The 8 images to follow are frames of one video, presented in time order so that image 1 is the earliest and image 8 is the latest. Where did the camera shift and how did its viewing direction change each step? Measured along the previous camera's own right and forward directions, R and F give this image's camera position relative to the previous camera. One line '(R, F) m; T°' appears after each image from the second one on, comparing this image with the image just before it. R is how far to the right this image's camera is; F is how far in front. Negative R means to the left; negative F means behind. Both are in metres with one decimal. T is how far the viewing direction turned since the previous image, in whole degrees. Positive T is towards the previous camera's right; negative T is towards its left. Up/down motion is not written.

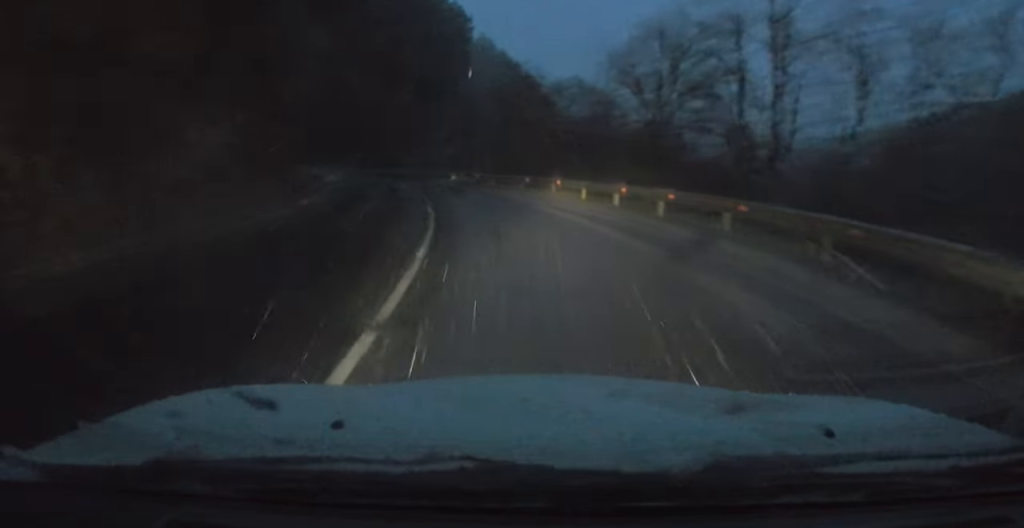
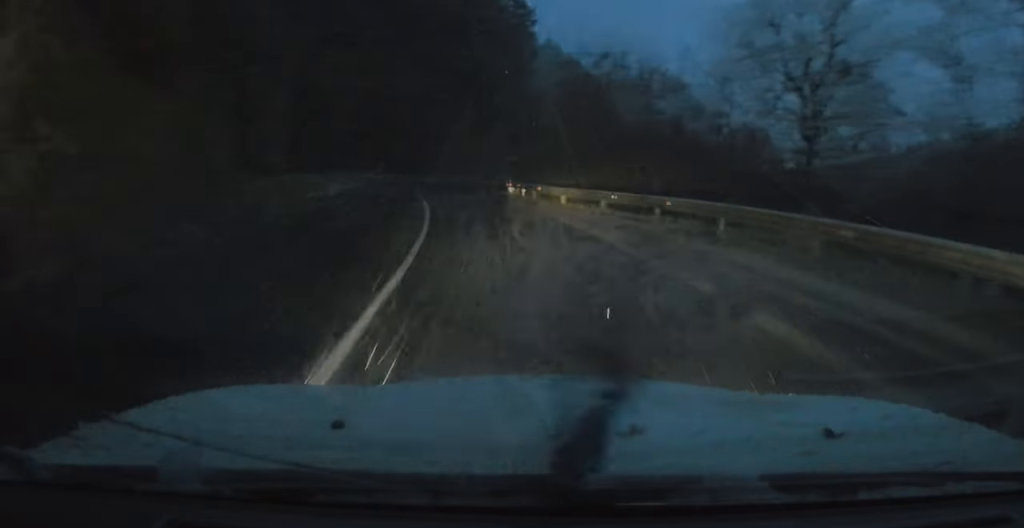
(-0.5, +11.2) m; -3°
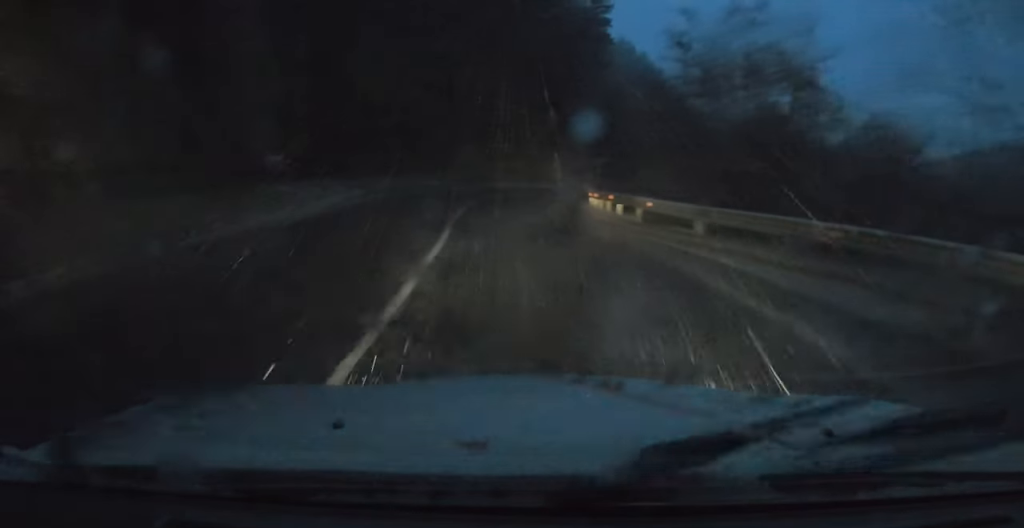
(-0.2, +11.0) m; 0°
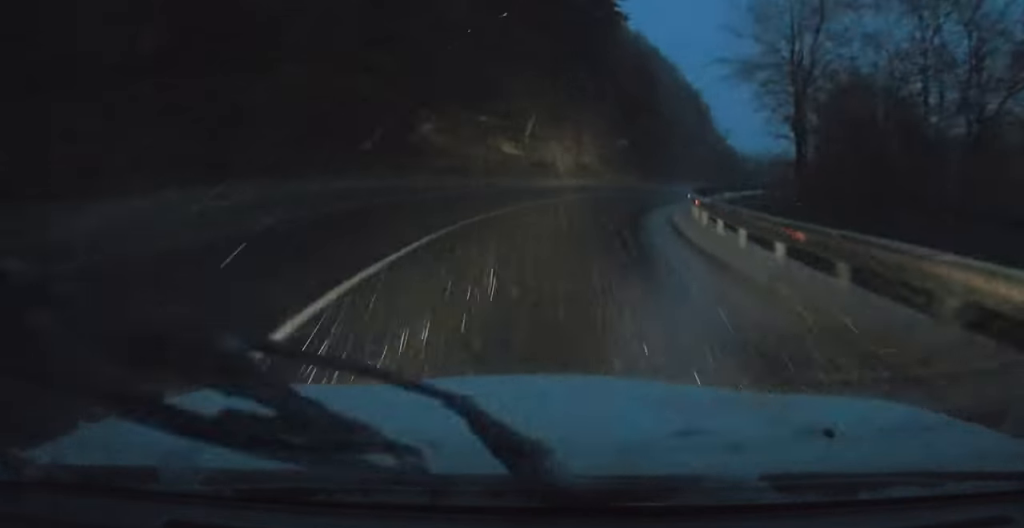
(+1.1, +21.3) m; +10°
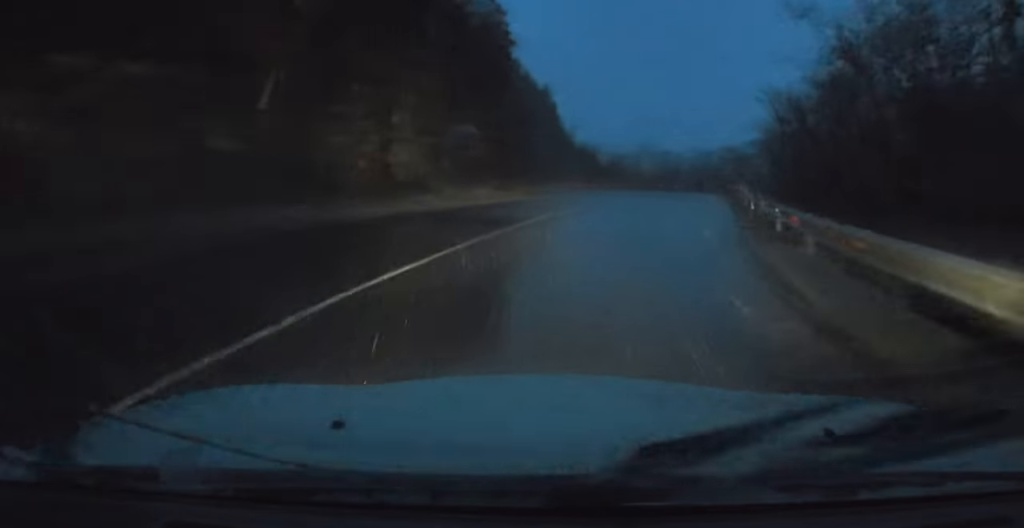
(+3.3, +22.3) m; +13°
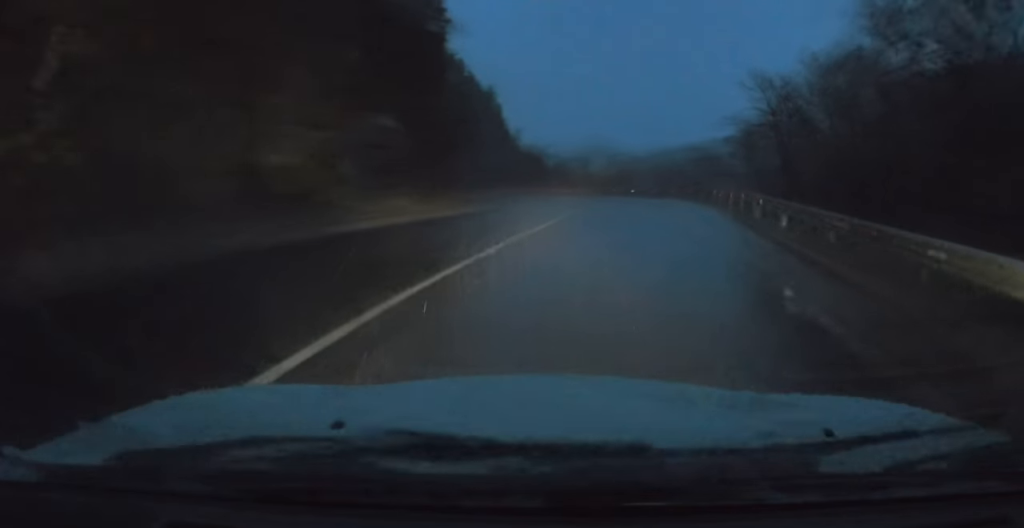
(+0.2, +7.2) m; +1°
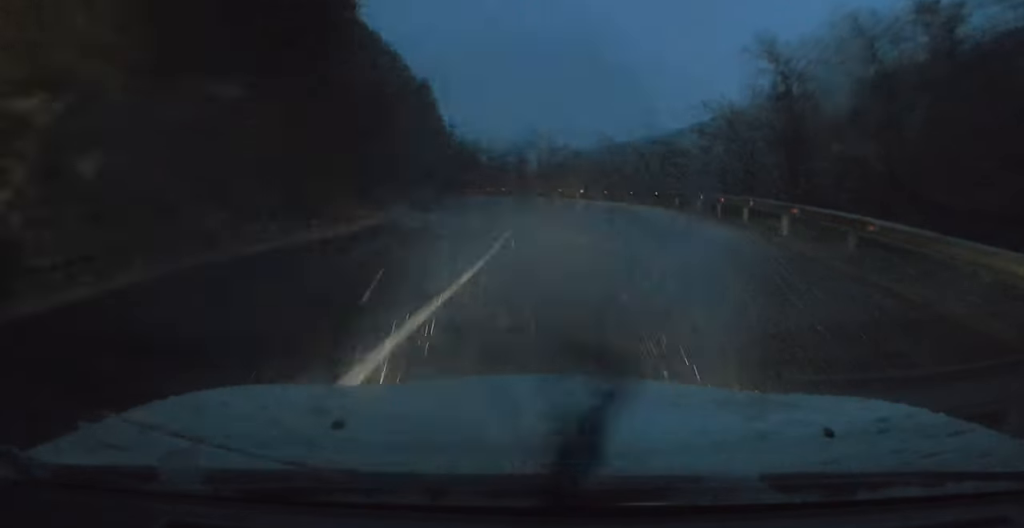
(+0.3, +9.0) m; -1°
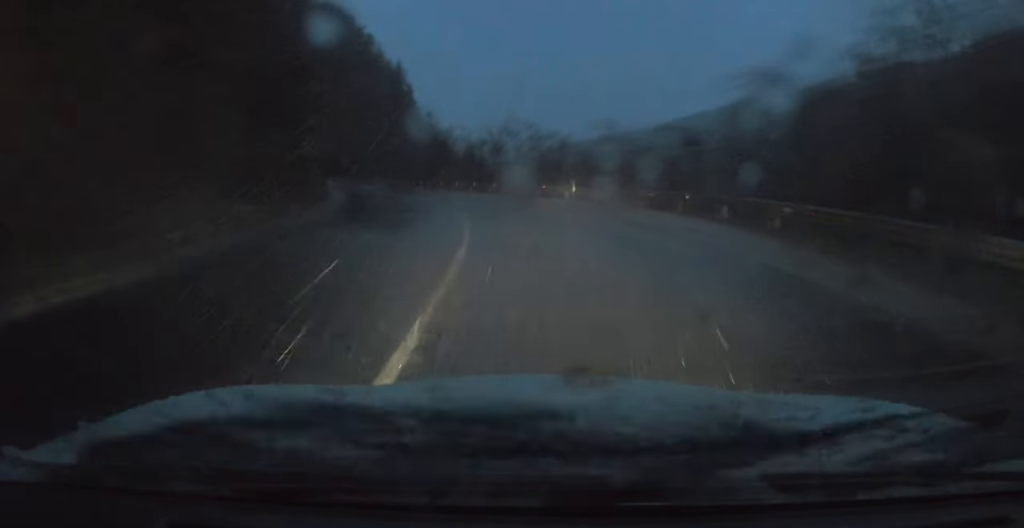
(-0.4, +10.6) m; -4°
